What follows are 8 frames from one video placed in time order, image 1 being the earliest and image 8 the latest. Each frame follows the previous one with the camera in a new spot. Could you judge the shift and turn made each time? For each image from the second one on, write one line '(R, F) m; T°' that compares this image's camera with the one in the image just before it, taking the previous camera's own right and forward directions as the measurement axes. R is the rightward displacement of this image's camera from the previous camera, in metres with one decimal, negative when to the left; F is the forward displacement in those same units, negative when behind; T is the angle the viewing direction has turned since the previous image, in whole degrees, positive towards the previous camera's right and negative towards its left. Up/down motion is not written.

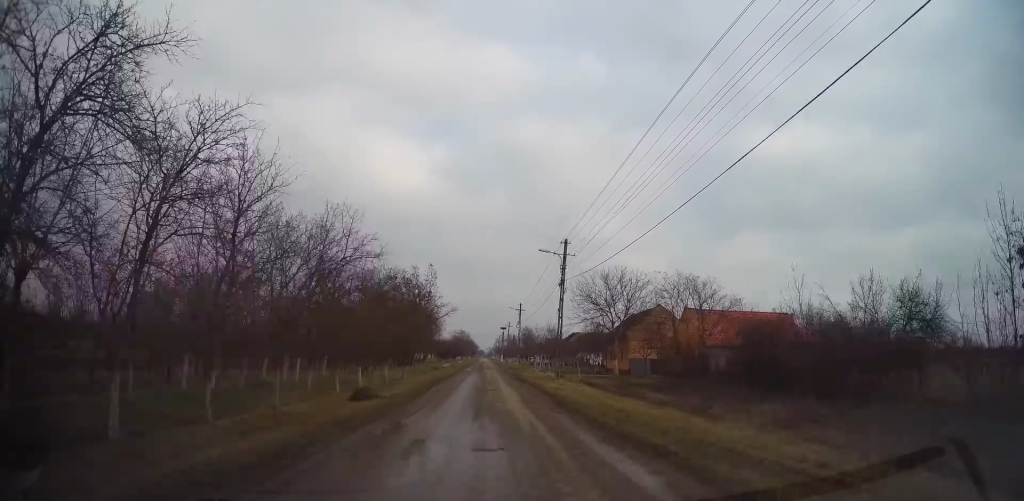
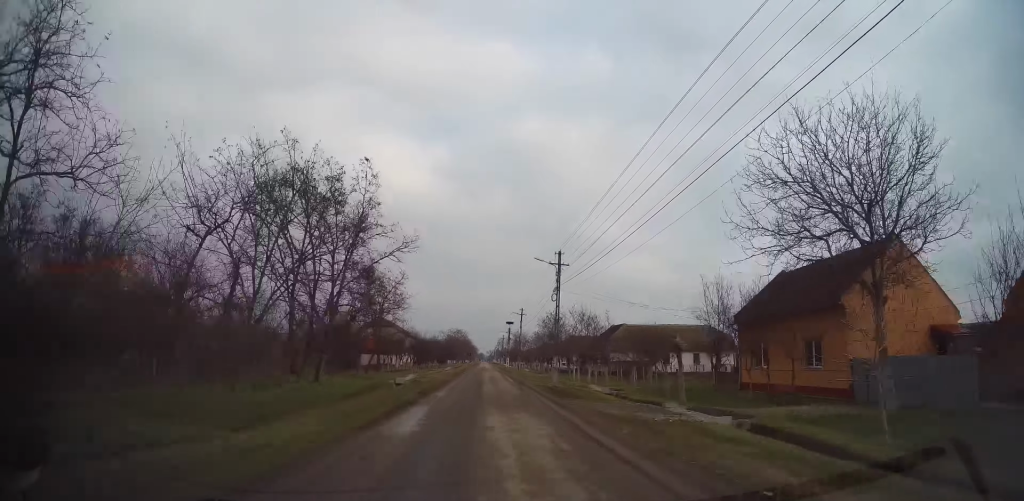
(-0.9, +35.4) m; -1°
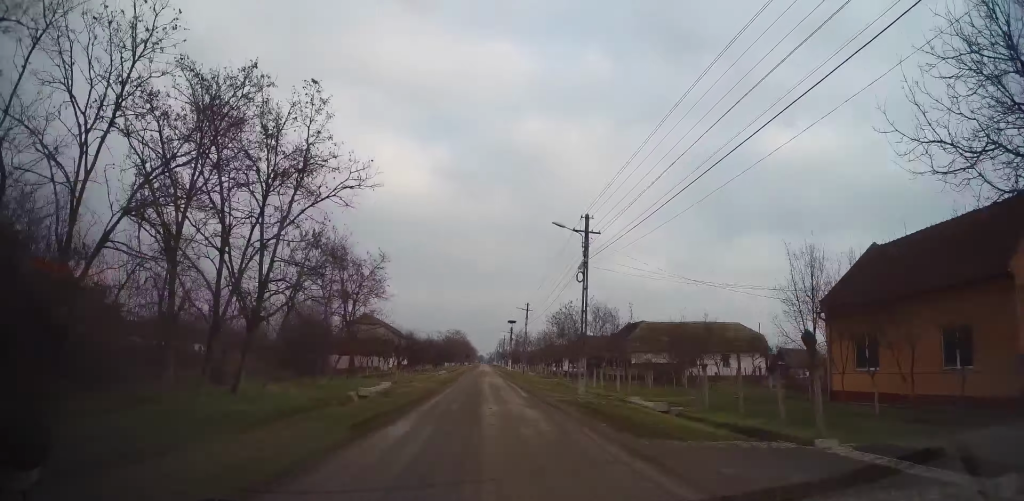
(+0.1, +9.1) m; +1°
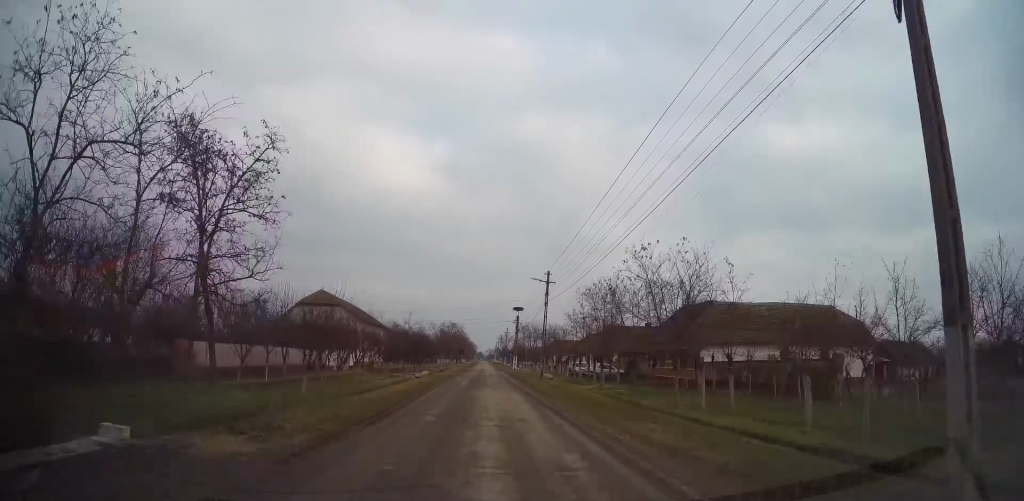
(+0.1, +19.8) m; -2°
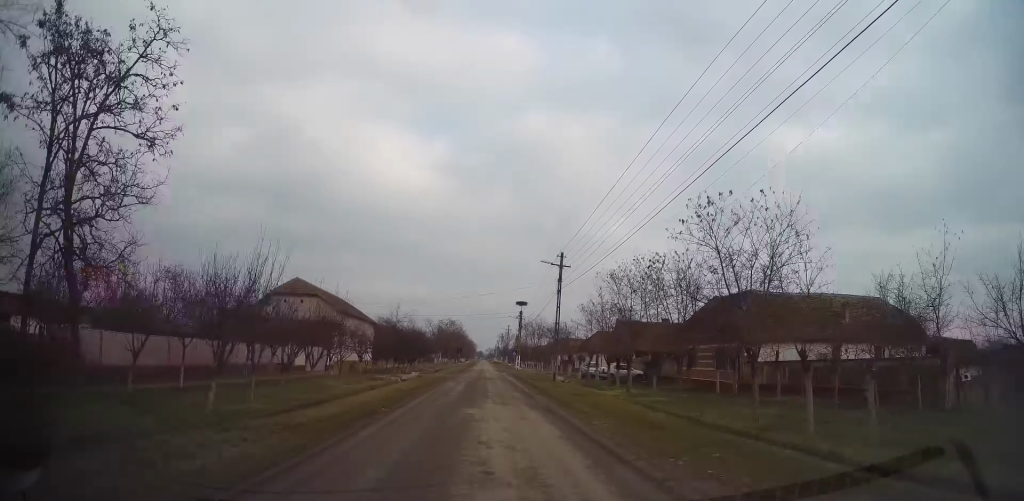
(-0.3, +7.0) m; 0°
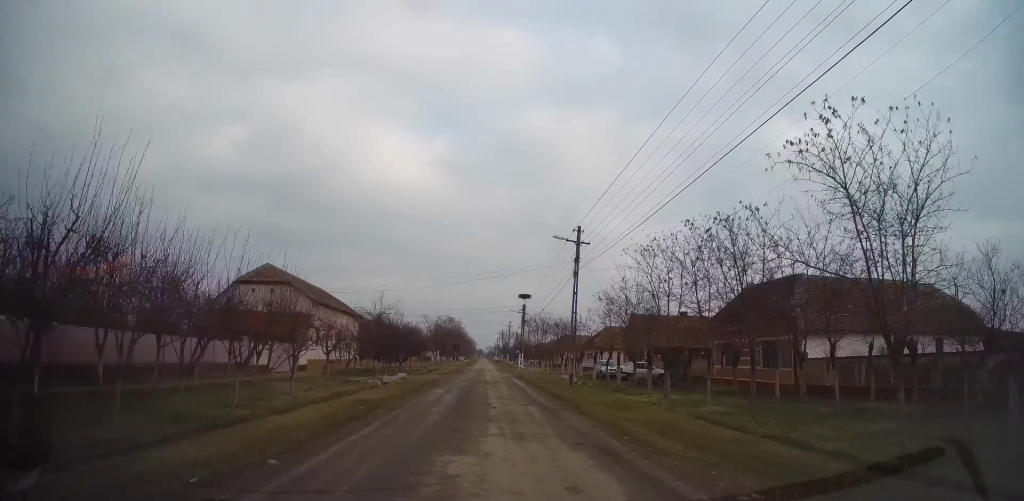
(-0.2, +6.4) m; 0°
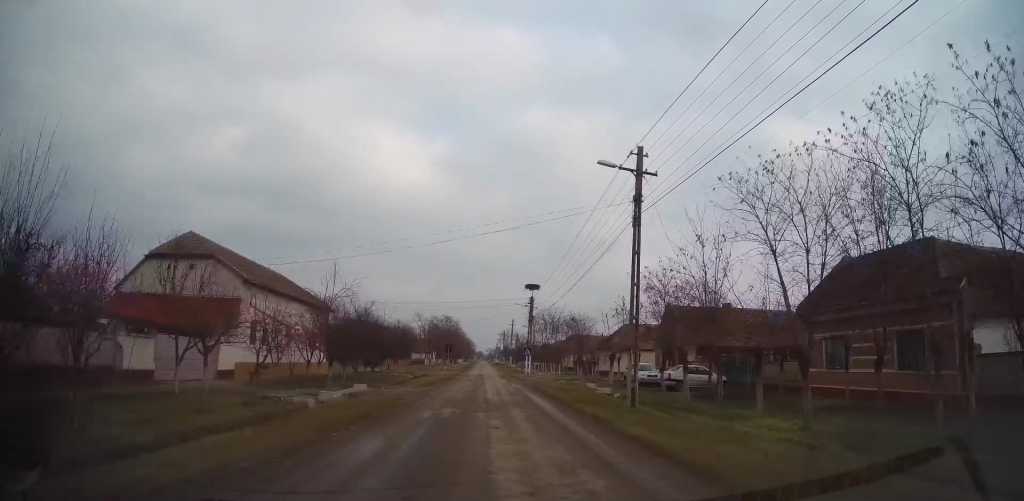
(+0.3, +11.3) m; +1°
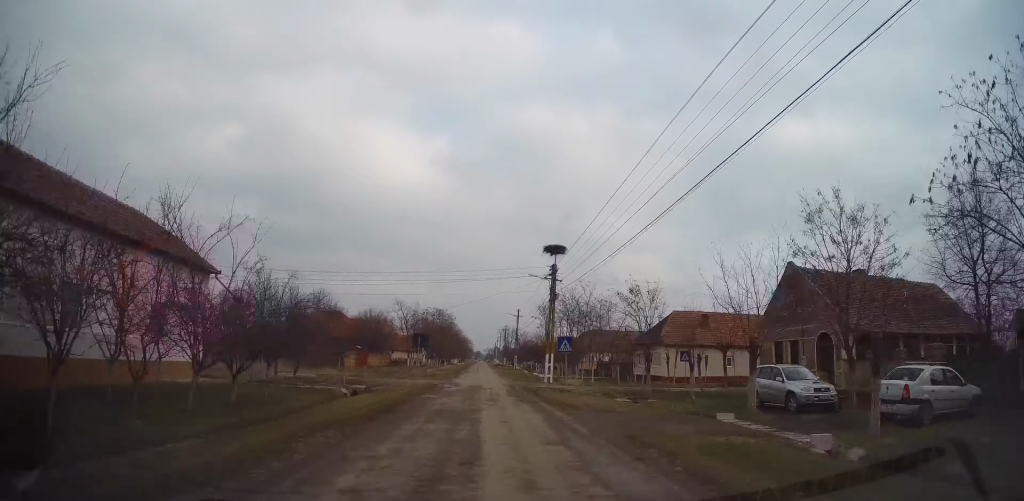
(+0.3, +19.4) m; +1°
